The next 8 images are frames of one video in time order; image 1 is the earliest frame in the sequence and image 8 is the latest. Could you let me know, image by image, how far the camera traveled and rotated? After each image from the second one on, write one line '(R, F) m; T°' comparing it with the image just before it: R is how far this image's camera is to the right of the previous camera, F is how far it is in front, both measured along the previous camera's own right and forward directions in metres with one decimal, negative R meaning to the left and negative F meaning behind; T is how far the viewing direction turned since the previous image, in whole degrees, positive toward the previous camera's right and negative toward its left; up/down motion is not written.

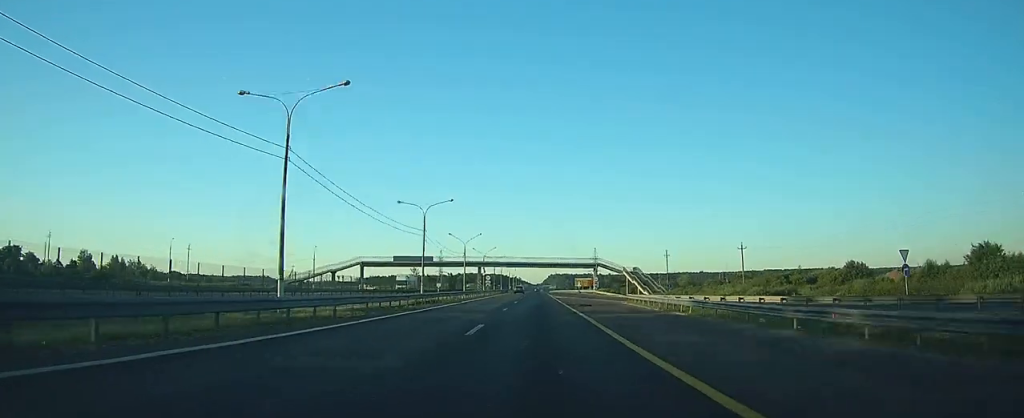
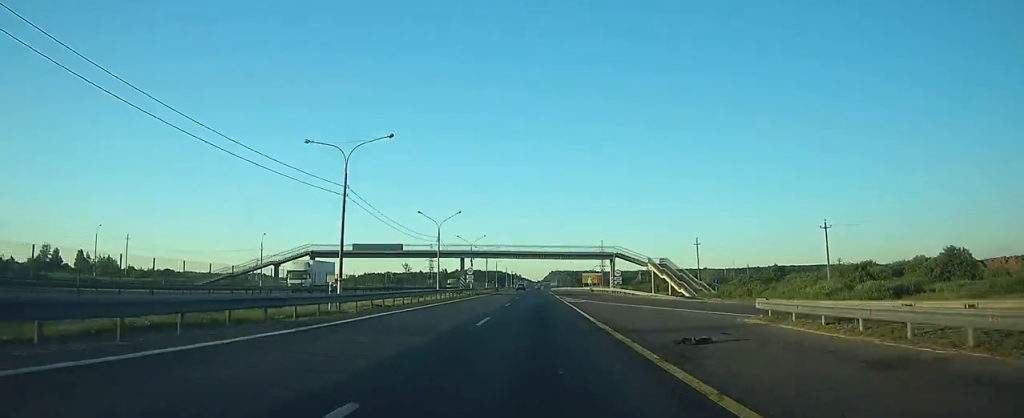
(+0.1, +29.3) m; 0°
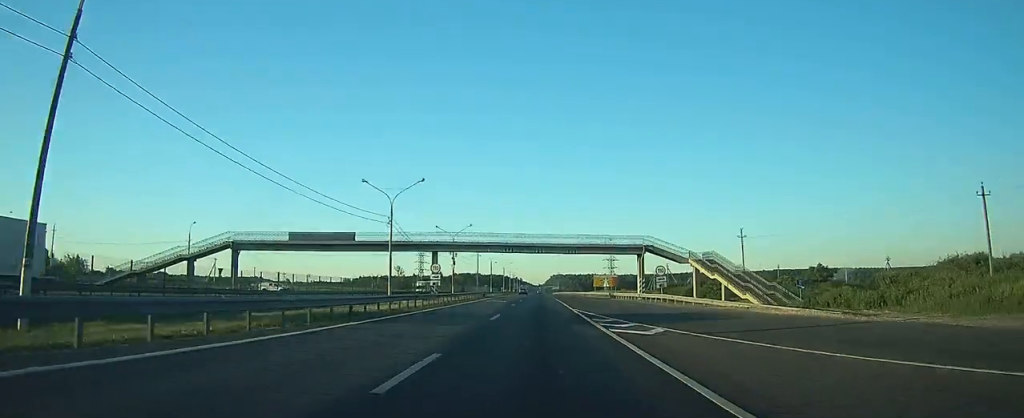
(0.0, +27.1) m; 0°
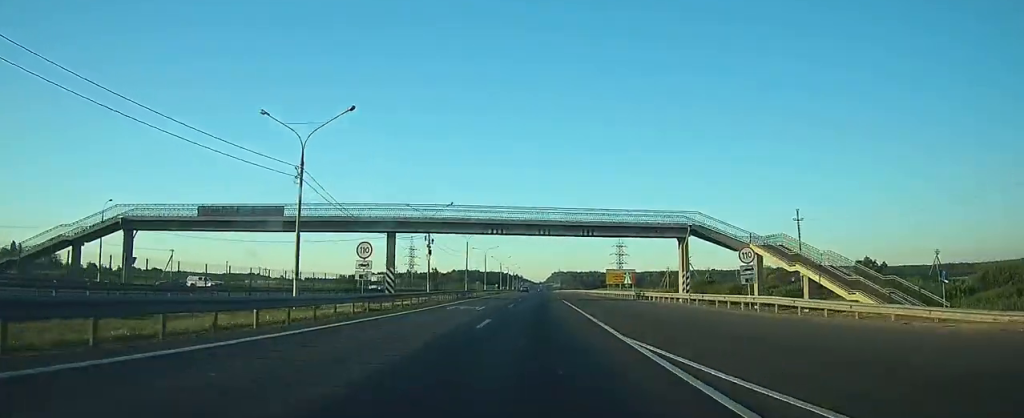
(0.0, +21.7) m; 0°
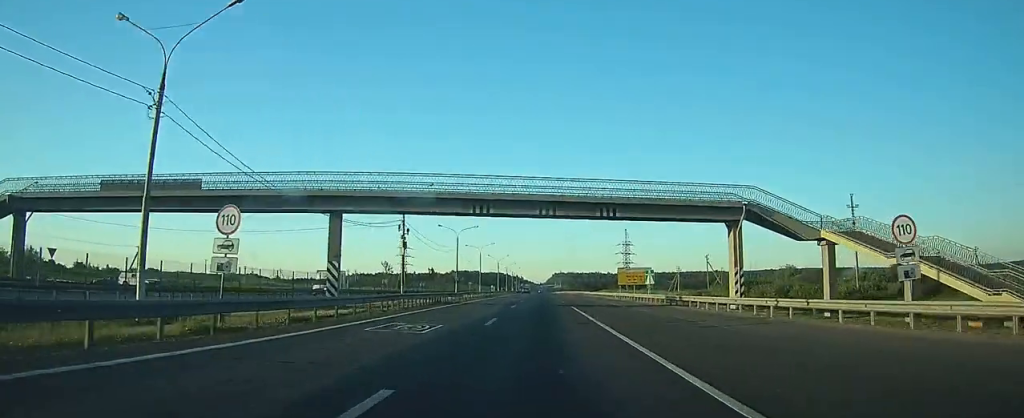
(0.0, +14.1) m; 0°
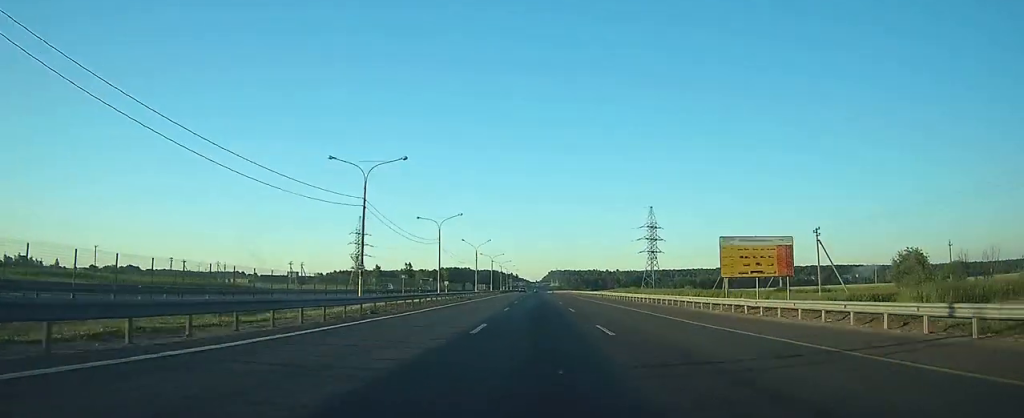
(0.0, +50.8) m; 0°
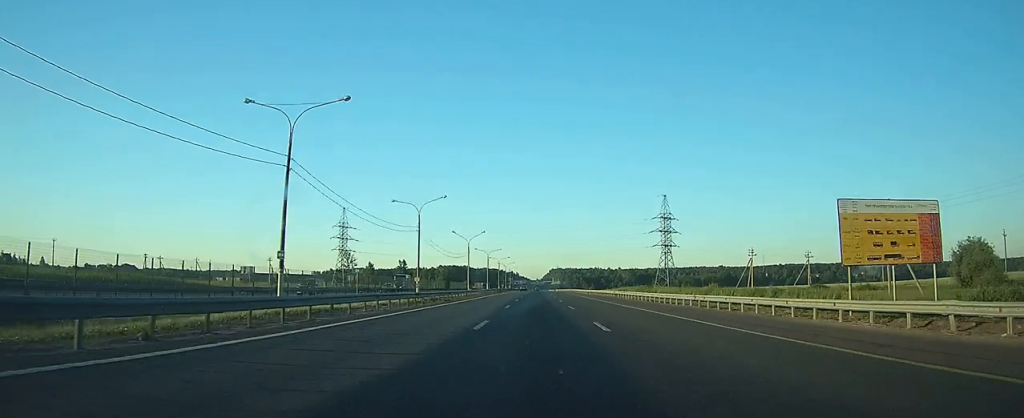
(0.0, +15.1) m; 0°
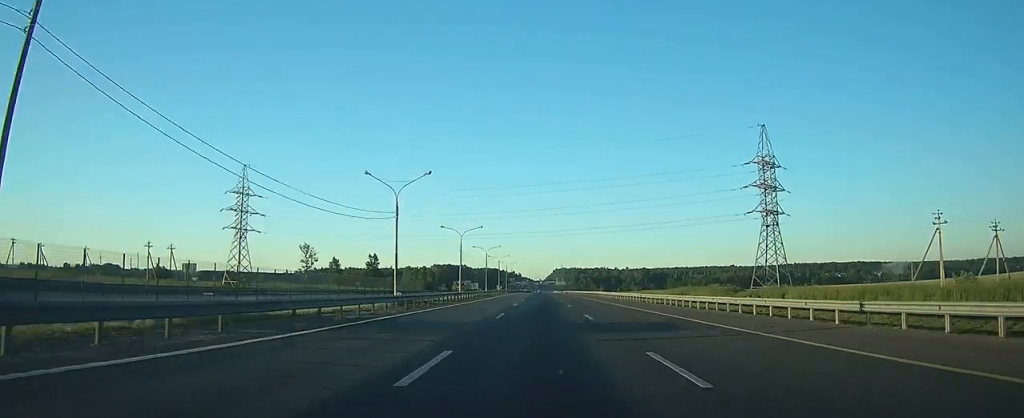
(-0.1, +57.4) m; 0°
